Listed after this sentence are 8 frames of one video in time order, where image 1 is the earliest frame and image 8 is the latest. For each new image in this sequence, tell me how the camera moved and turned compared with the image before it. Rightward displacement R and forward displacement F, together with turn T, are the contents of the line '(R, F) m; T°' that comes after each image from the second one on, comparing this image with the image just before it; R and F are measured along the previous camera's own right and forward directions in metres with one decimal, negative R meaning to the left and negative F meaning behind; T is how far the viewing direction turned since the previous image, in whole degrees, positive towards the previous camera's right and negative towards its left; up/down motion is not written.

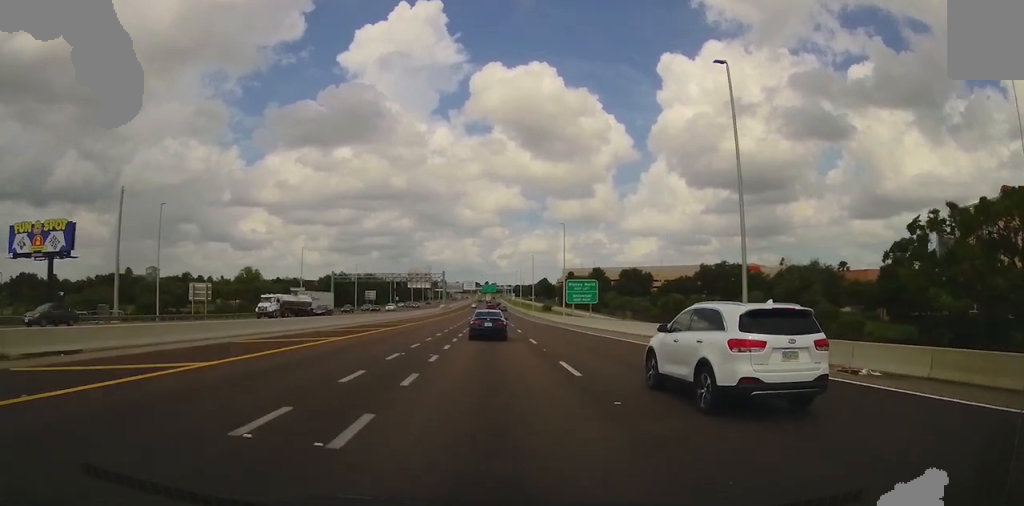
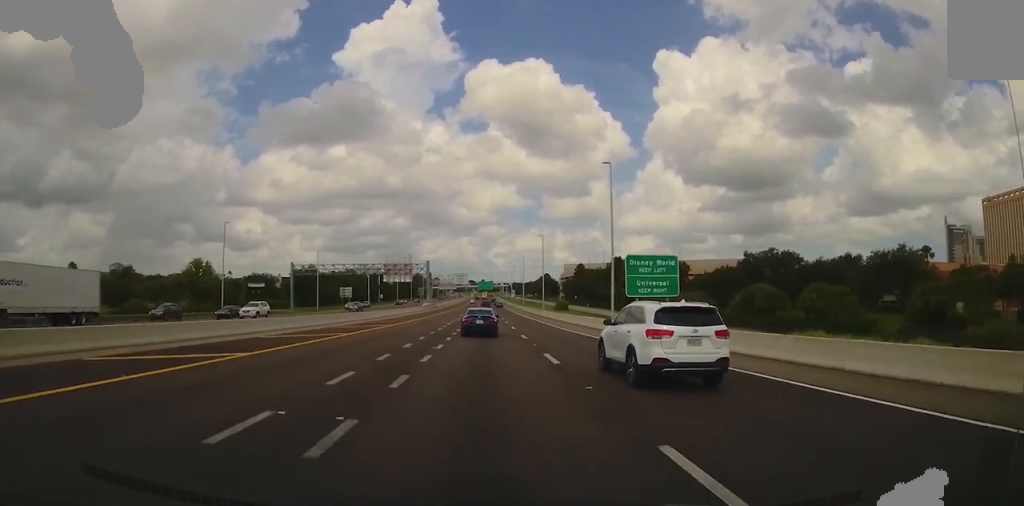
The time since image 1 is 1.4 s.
(+0.4, +34.3) m; +1°
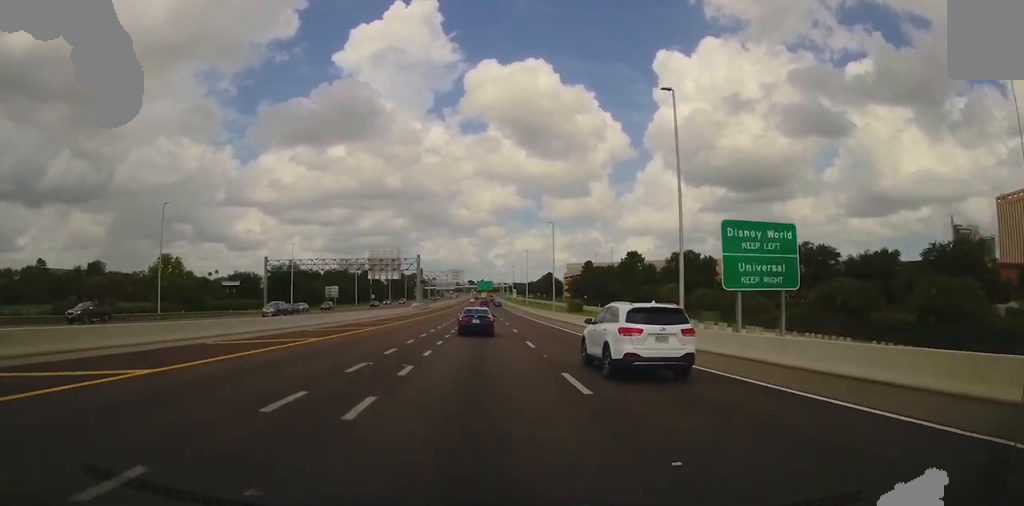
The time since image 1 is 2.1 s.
(0.0, +17.7) m; 0°
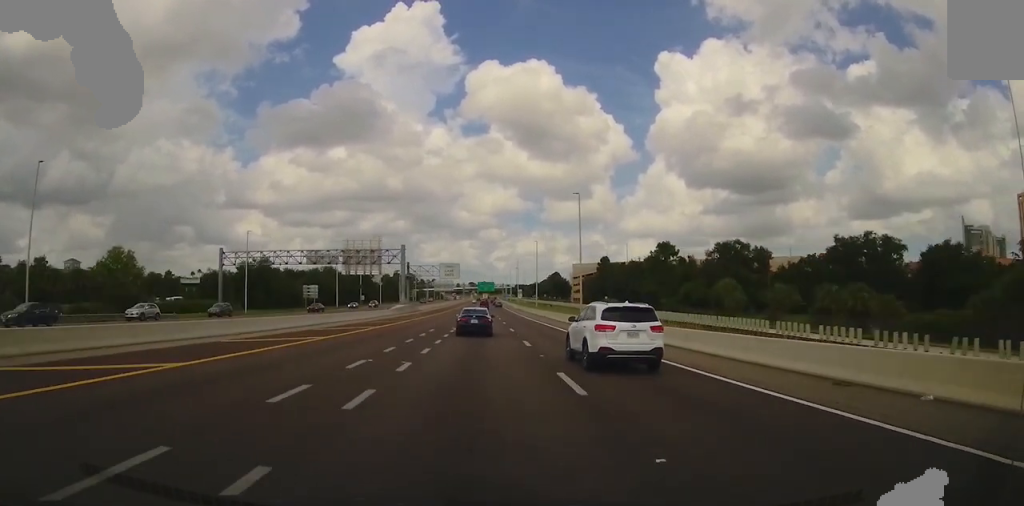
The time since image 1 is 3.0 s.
(0.0, +23.8) m; -1°
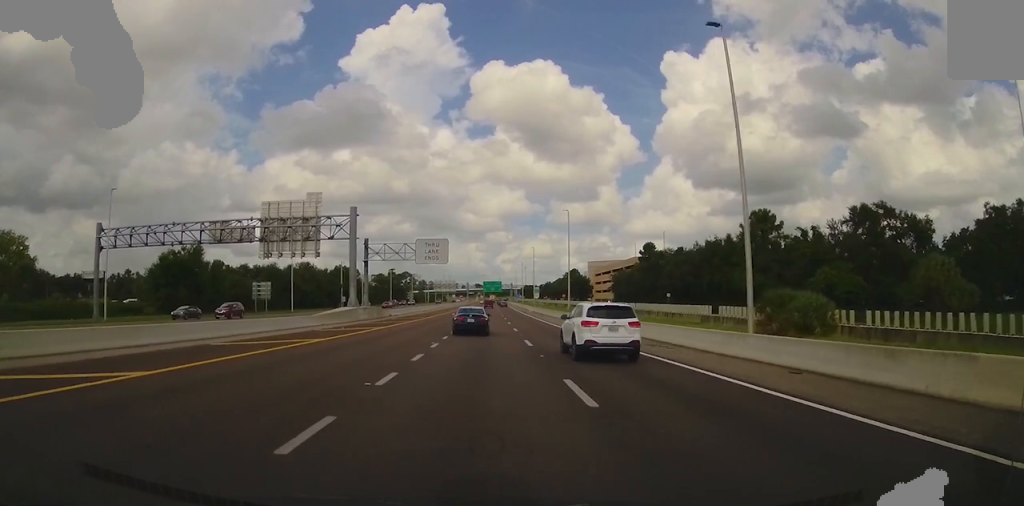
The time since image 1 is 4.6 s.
(-0.6, +39.7) m; 0°
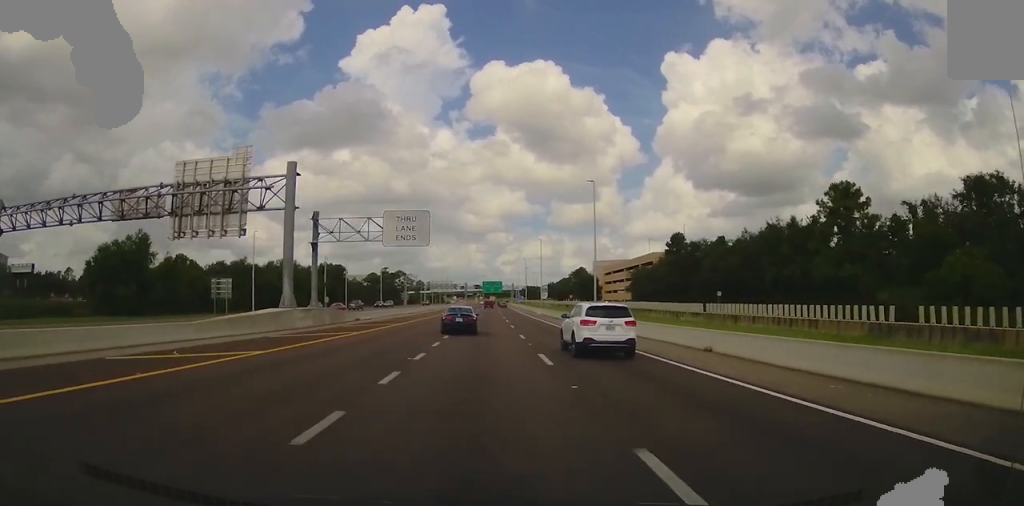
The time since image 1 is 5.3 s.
(+0.3, +19.2) m; +1°
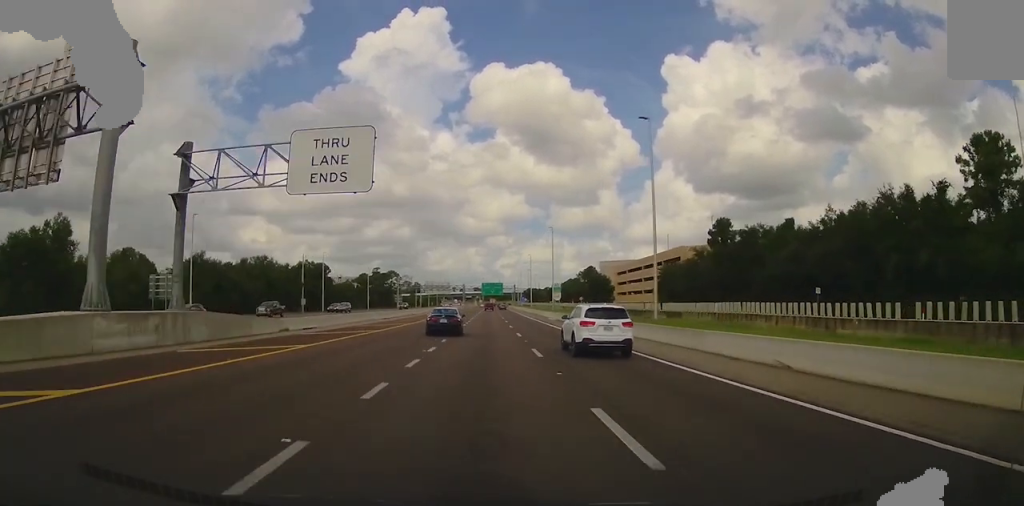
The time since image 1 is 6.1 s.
(0.0, +21.2) m; 0°
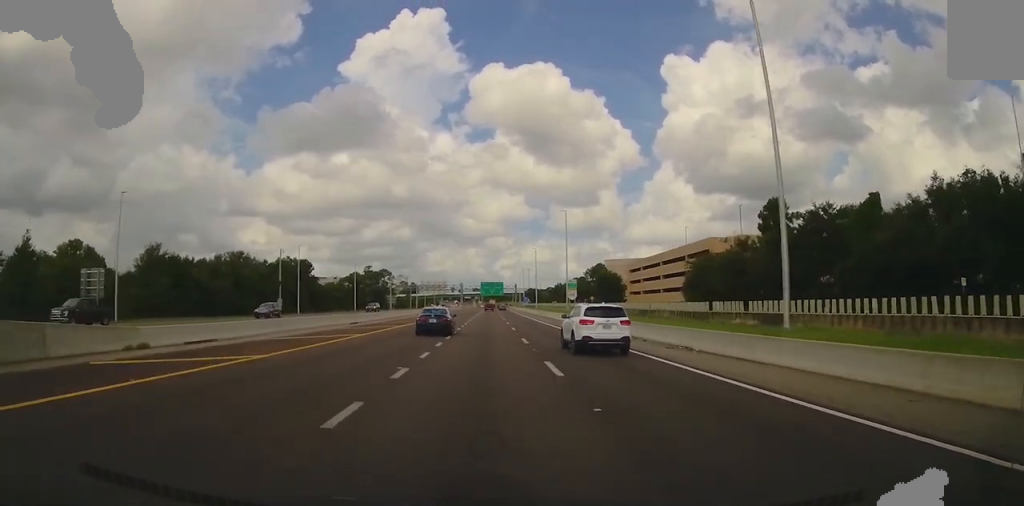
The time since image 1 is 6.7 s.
(0.0, +16.9) m; 0°
